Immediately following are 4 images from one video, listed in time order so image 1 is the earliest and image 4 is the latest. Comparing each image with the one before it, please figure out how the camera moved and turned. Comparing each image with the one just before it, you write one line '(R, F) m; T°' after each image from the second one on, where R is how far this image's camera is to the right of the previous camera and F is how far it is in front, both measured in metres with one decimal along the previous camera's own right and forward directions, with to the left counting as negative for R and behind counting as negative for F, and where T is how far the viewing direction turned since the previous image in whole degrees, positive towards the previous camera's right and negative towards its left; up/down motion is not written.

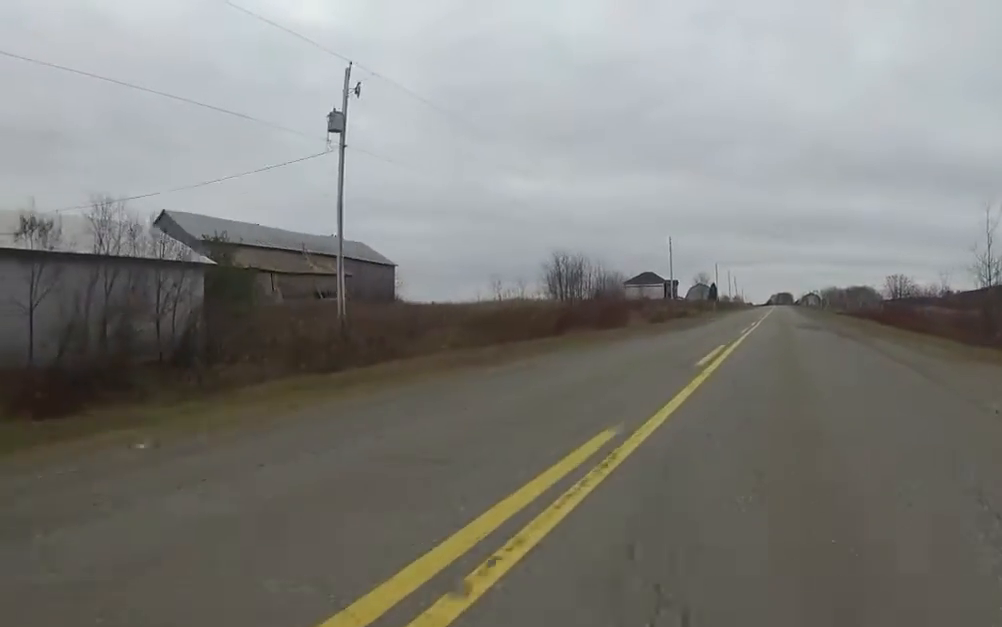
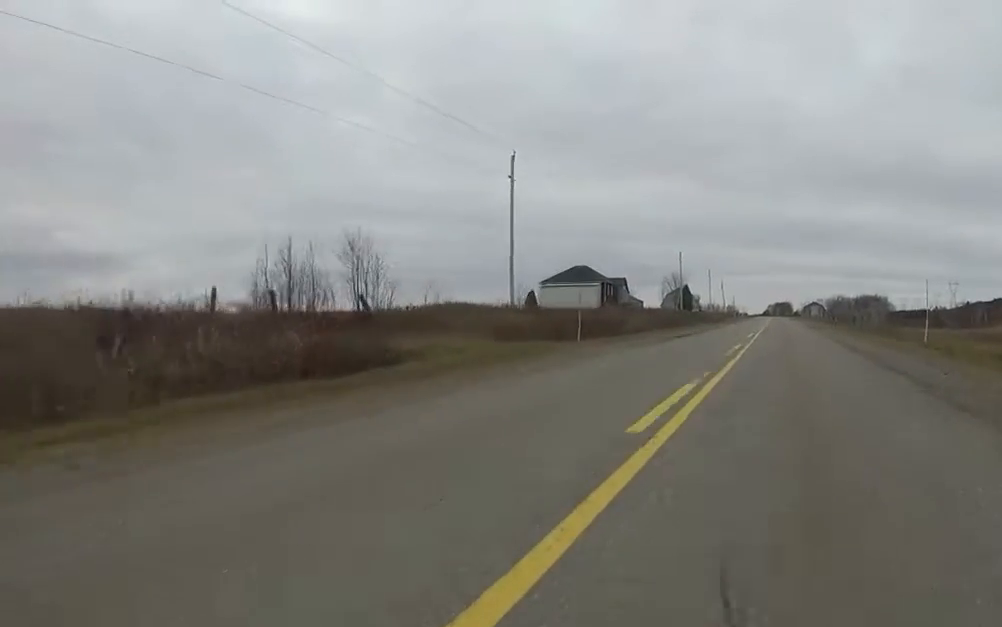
(+3.7, +48.0) m; +2°
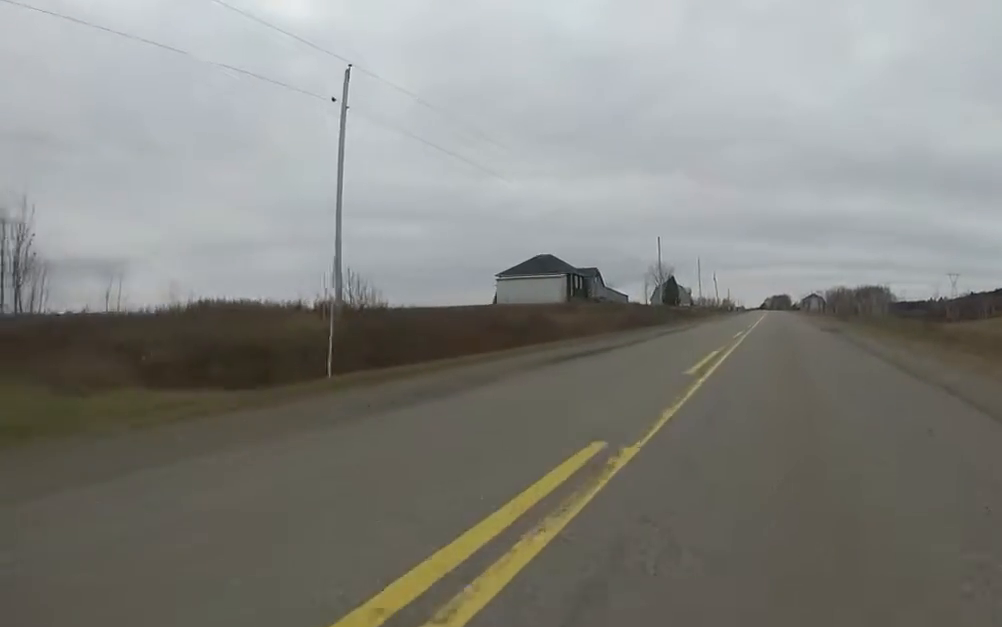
(-0.6, +14.3) m; +2°
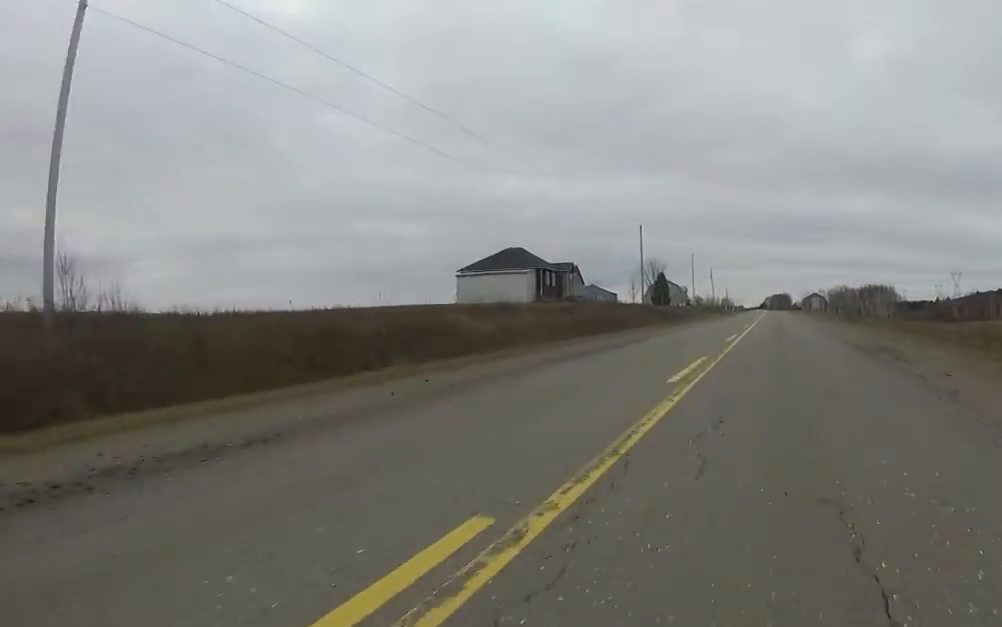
(+0.7, +10.4) m; +3°
